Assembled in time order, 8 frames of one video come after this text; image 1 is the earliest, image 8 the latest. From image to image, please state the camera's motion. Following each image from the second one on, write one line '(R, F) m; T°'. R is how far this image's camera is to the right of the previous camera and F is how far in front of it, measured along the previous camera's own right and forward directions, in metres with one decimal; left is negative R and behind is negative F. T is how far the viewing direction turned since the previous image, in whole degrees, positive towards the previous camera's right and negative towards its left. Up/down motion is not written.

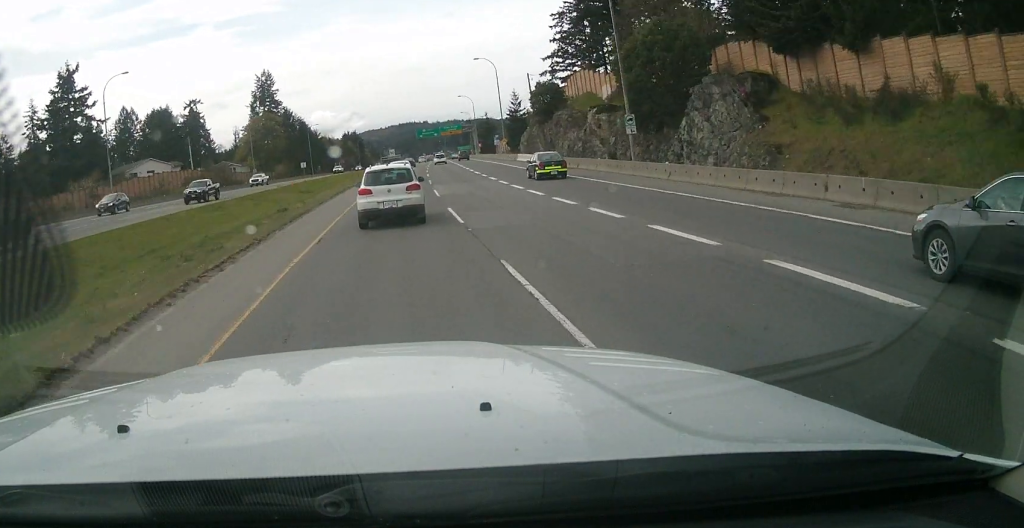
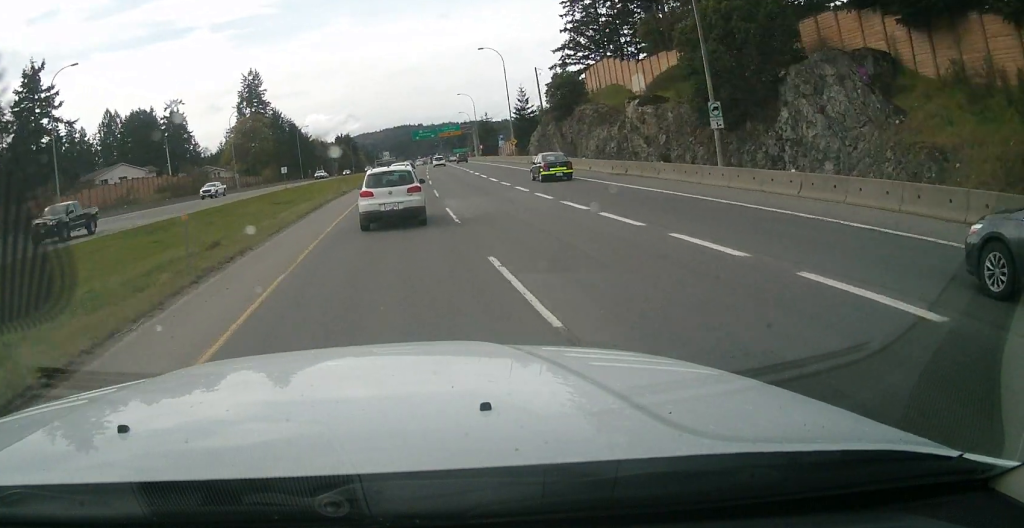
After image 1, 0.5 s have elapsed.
(0.0, +11.6) m; 0°
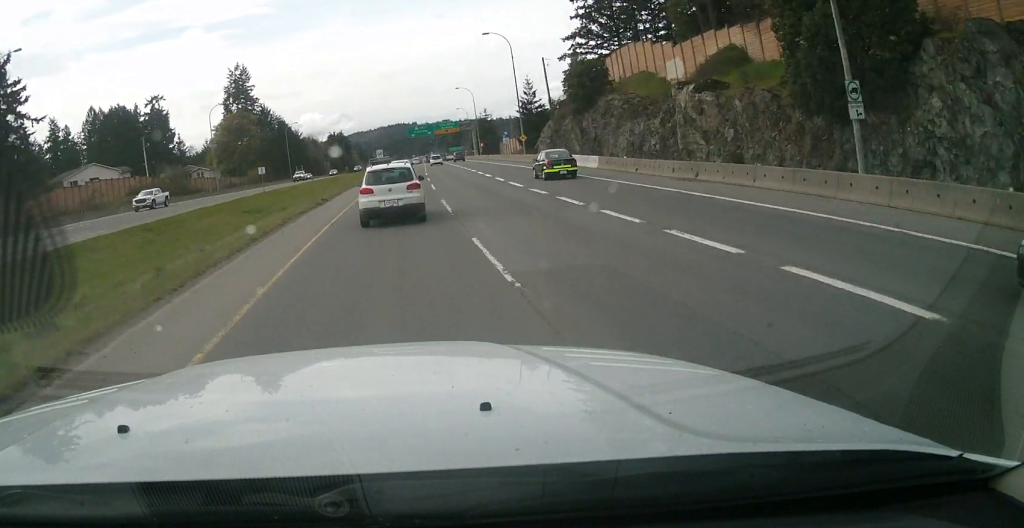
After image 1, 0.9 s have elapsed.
(0.0, +9.9) m; 0°
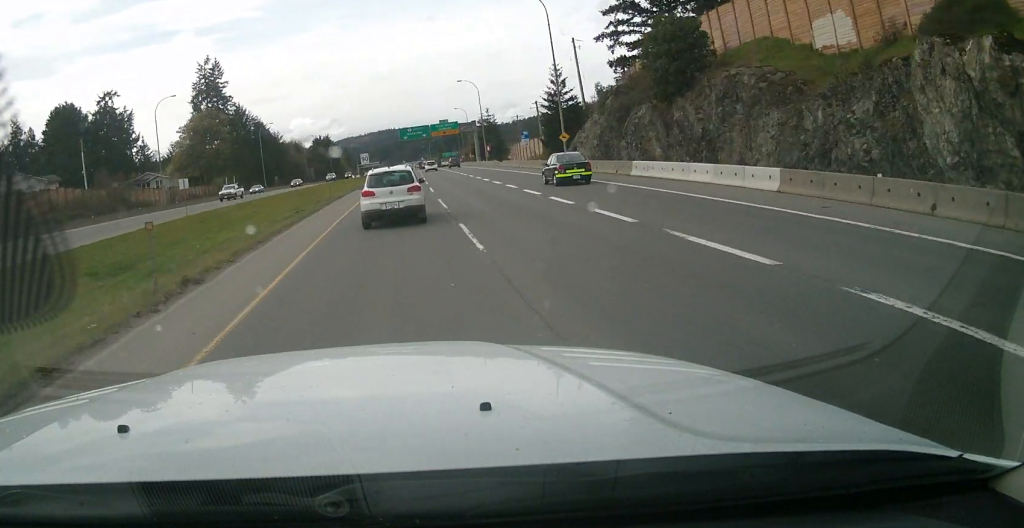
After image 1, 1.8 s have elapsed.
(-0.1, +21.9) m; +2°
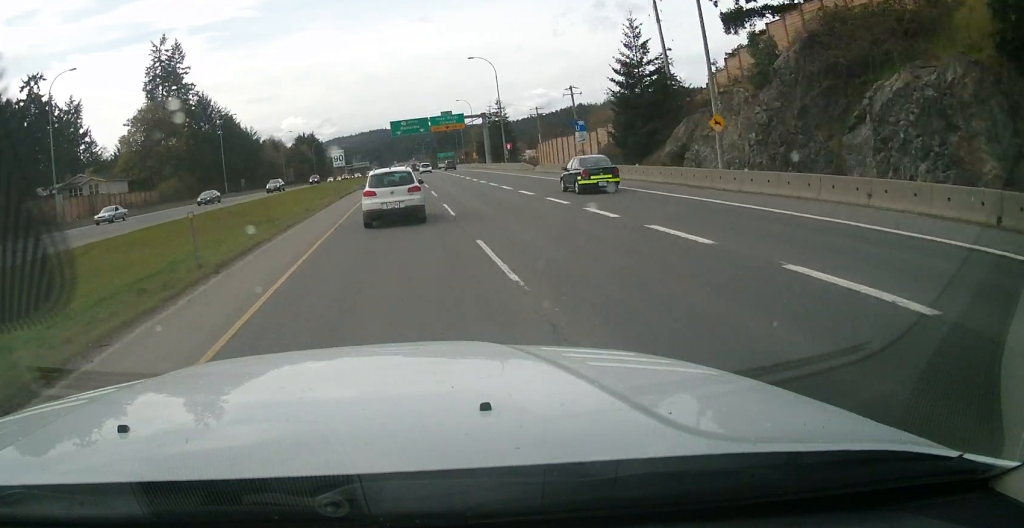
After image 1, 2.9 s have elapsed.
(+1.1, +26.8) m; +1°
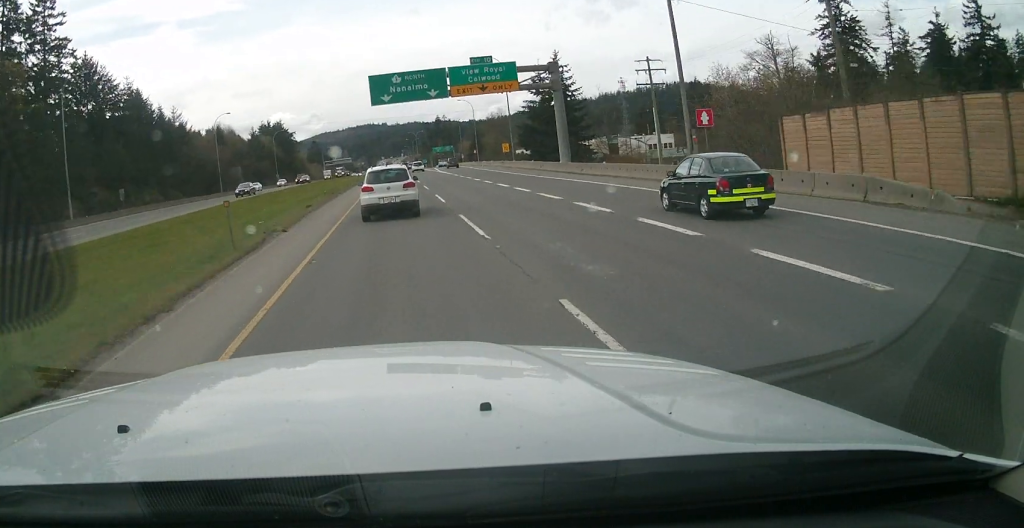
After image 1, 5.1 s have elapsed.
(+0.2, +55.3) m; +1°
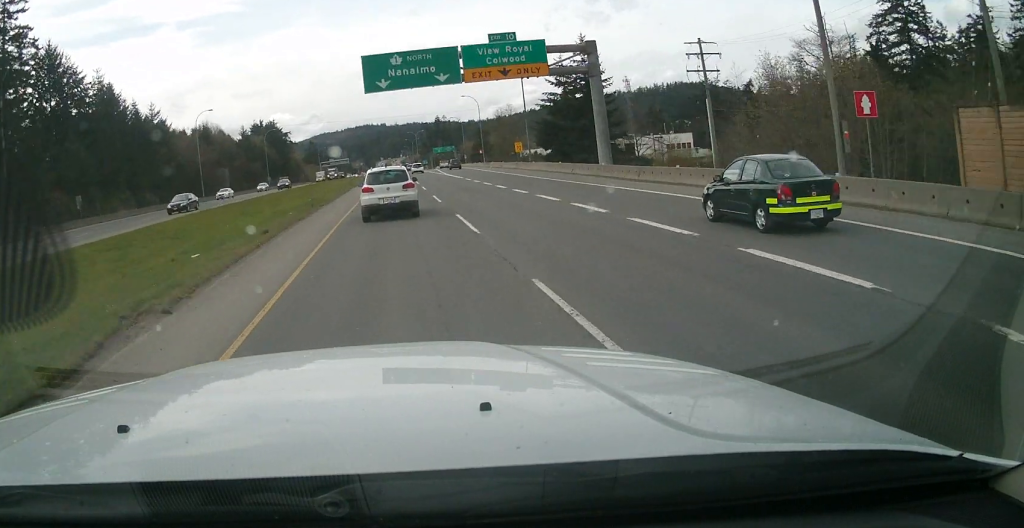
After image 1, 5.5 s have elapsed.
(0.0, +11.2) m; 0°
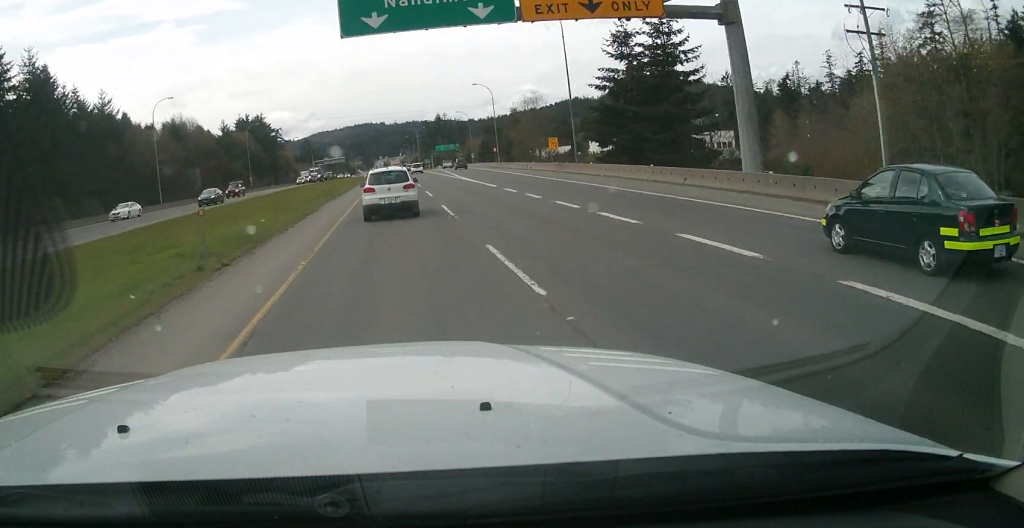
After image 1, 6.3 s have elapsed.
(0.0, +20.1) m; 0°
